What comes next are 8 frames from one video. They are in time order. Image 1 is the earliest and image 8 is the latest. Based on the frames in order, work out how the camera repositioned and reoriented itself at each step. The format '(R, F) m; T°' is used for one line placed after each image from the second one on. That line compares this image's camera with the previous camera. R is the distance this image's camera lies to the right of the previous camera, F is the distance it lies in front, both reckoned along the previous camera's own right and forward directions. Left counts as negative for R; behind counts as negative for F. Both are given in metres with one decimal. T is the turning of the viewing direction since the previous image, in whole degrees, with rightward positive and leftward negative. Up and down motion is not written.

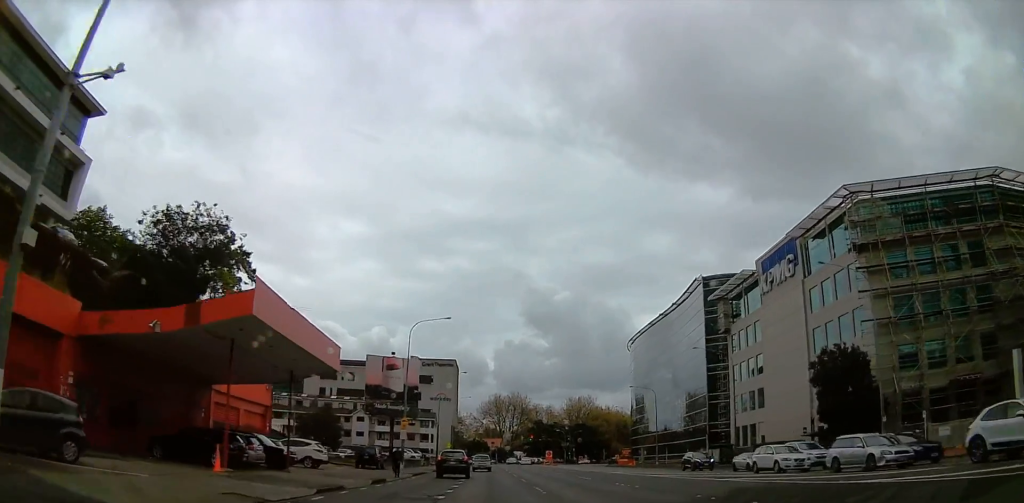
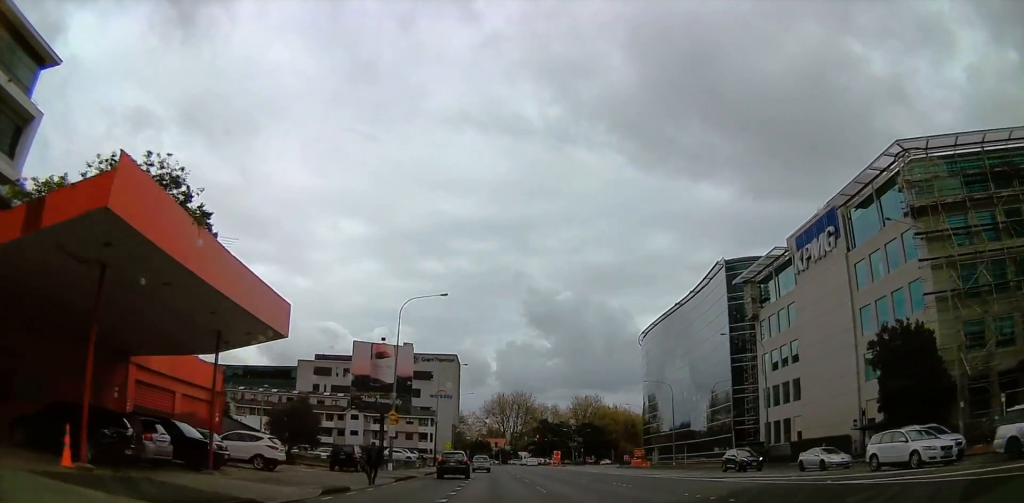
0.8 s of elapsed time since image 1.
(-0.1, +7.5) m; +2°
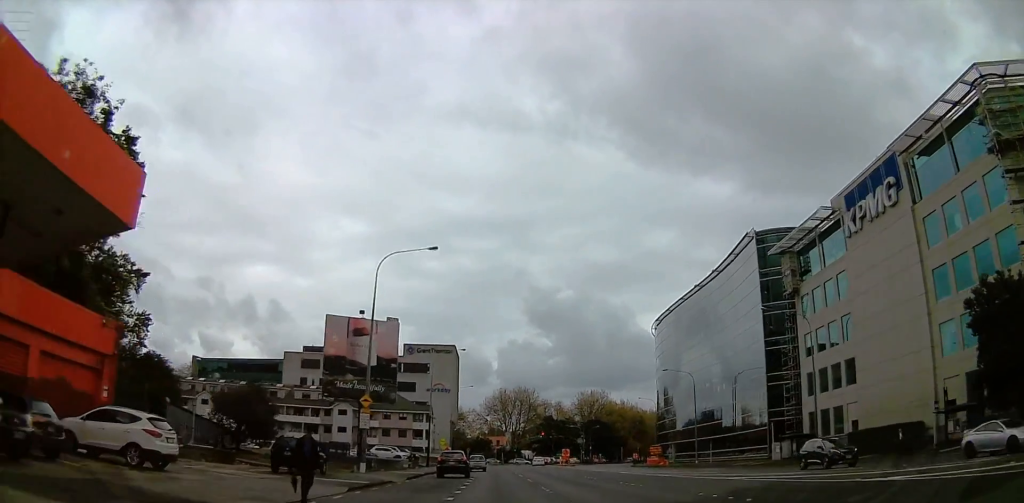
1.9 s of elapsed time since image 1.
(+0.4, +9.6) m; +5°
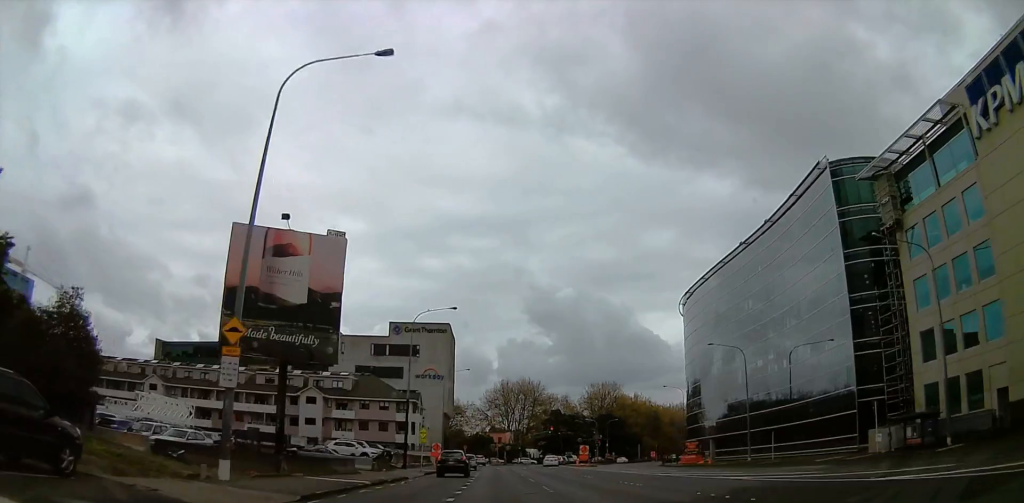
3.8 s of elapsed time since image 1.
(+0.1, +19.6) m; -2°
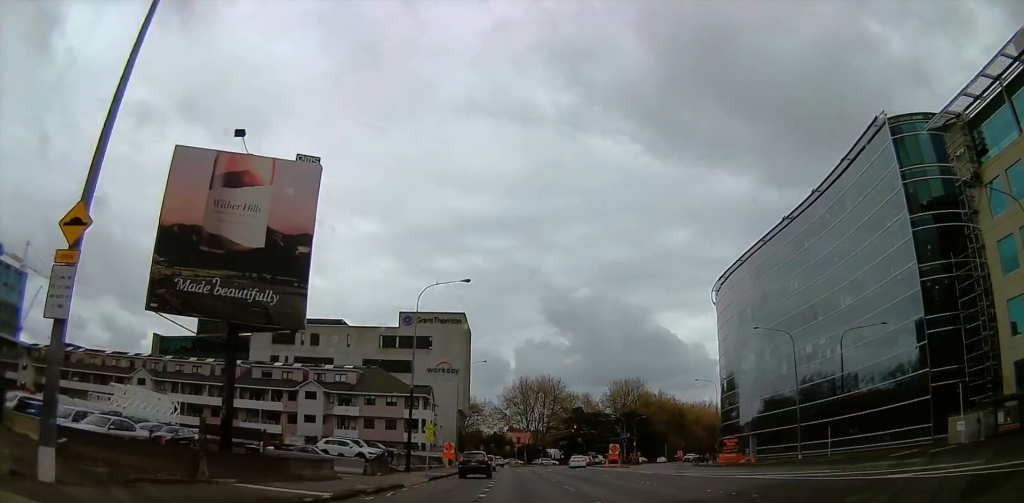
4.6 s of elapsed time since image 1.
(-0.1, +8.6) m; 0°
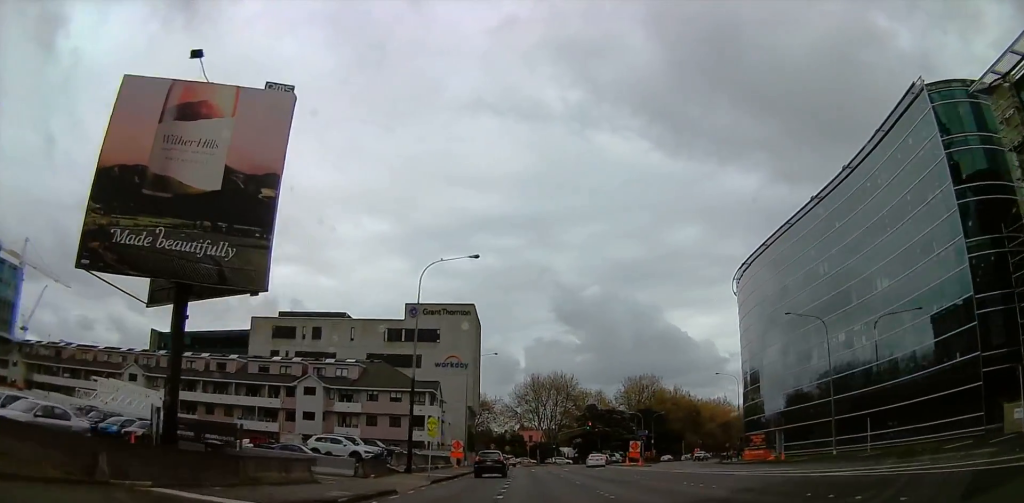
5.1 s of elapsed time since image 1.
(-0.1, +5.0) m; +1°
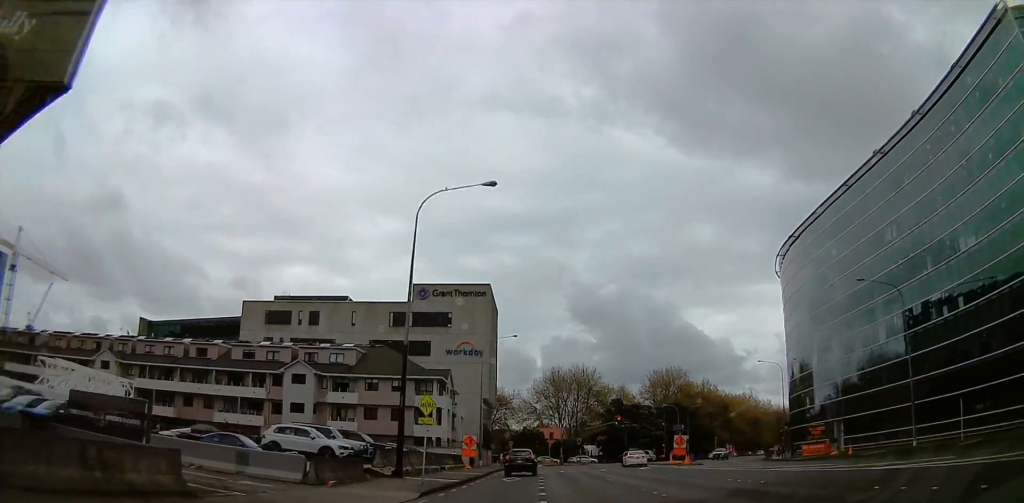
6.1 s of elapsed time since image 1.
(+0.4, +11.6) m; 0°
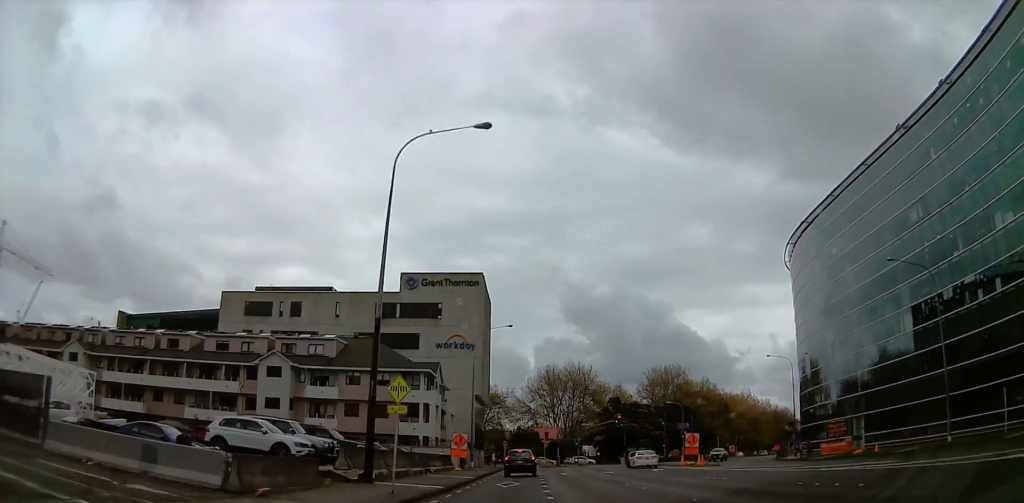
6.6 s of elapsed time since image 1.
(-0.1, +5.5) m; -2°
